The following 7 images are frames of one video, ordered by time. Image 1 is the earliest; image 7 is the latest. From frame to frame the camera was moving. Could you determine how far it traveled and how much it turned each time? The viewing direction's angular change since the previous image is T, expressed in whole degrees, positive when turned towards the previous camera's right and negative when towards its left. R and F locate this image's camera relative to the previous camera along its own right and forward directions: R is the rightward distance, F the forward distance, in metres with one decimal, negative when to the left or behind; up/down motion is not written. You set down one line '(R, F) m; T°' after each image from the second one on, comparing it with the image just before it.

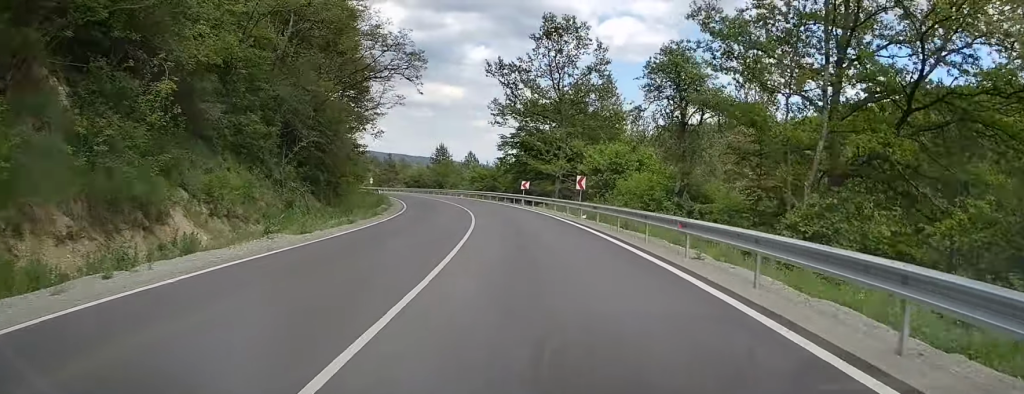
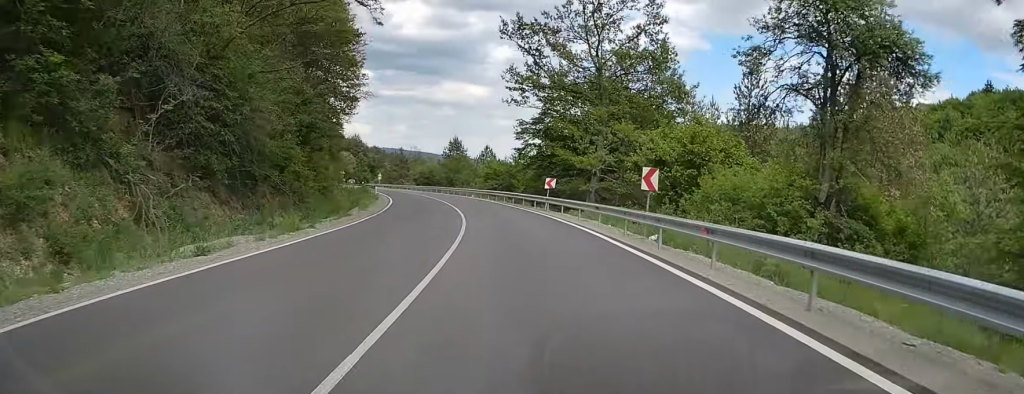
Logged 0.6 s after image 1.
(-0.2, +13.7) m; -2°
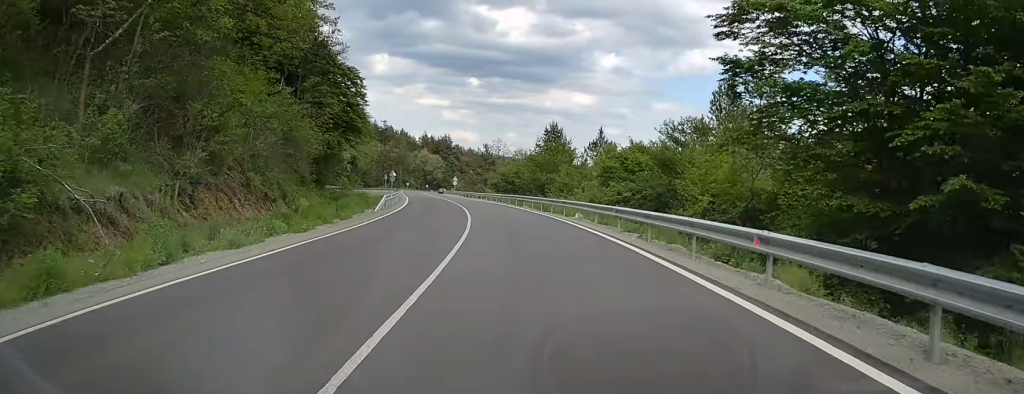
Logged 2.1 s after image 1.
(-2.1, +37.6) m; -8°
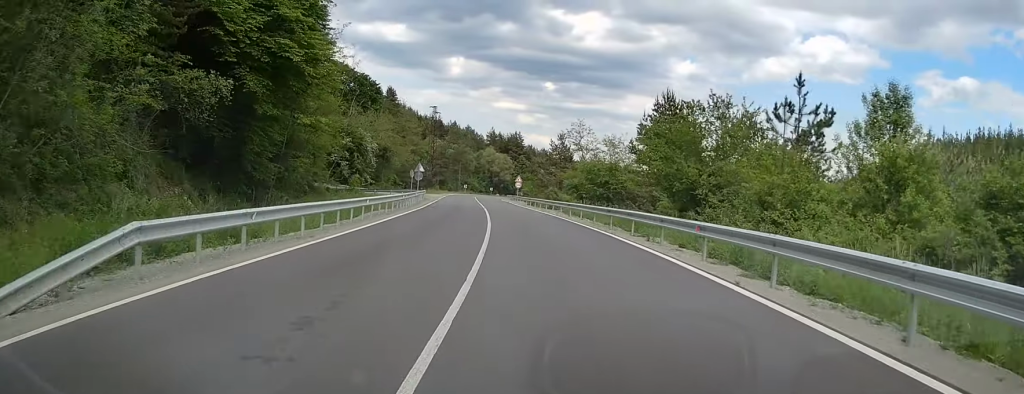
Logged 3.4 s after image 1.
(-2.2, +30.2) m; -6°
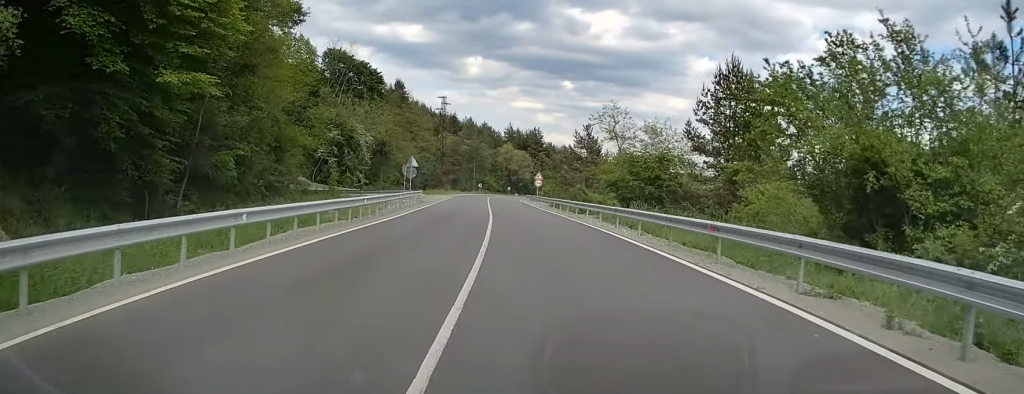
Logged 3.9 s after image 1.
(-0.3, +12.7) m; -2°
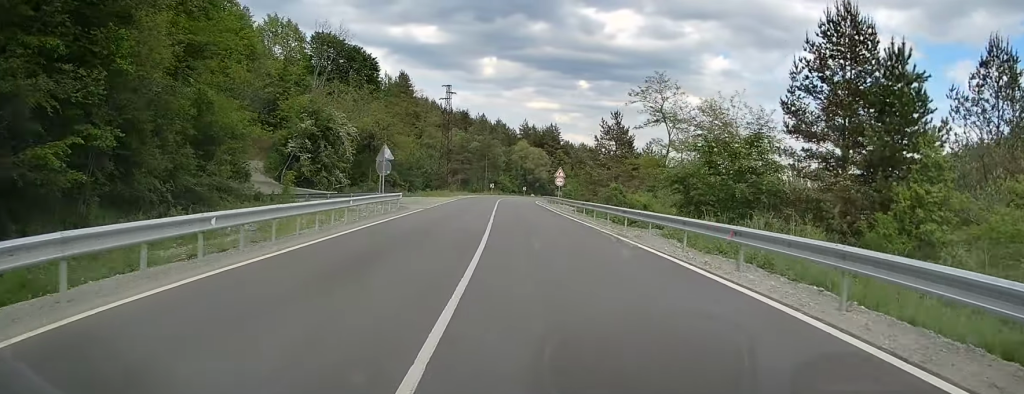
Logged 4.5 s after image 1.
(-0.2, +13.5) m; -2°
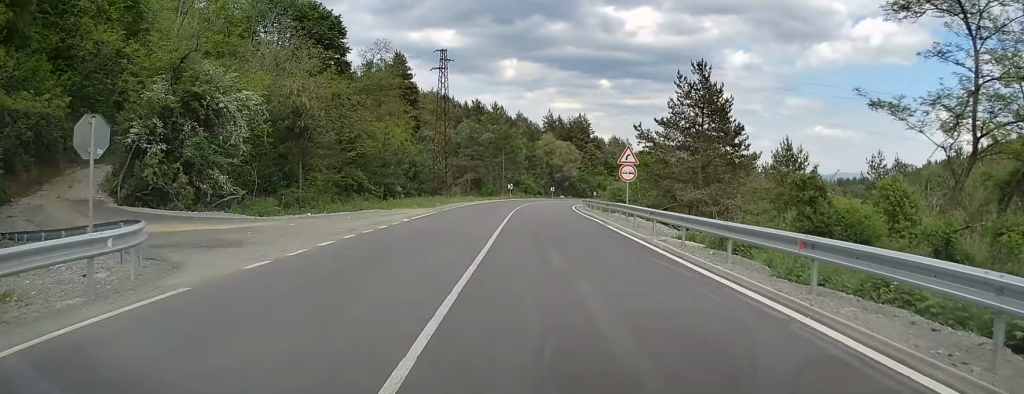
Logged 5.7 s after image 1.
(-0.8, +27.2) m; -2°
